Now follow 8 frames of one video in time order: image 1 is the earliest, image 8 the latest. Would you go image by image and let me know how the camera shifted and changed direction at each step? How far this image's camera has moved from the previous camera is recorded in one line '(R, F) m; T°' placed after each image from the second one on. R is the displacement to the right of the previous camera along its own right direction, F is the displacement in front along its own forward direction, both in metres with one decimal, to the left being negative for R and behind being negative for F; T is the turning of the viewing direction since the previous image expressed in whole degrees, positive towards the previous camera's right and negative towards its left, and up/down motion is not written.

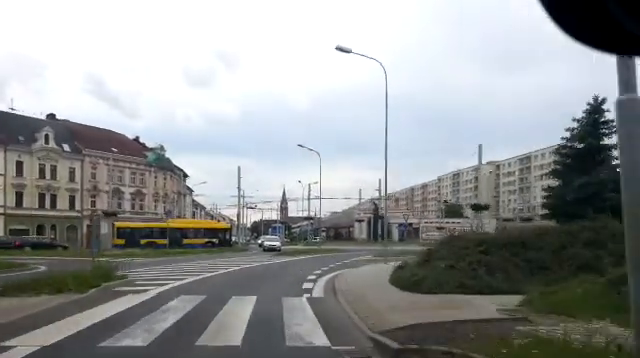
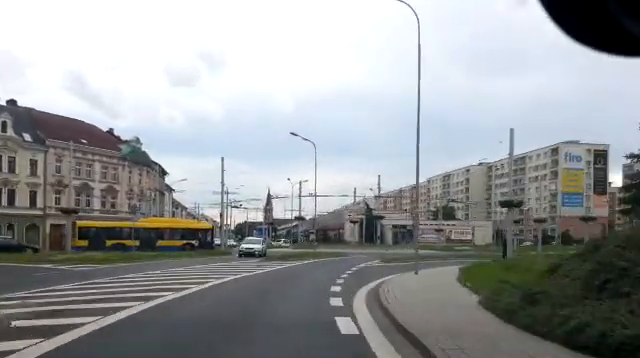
(-0.1, +6.4) m; +1°
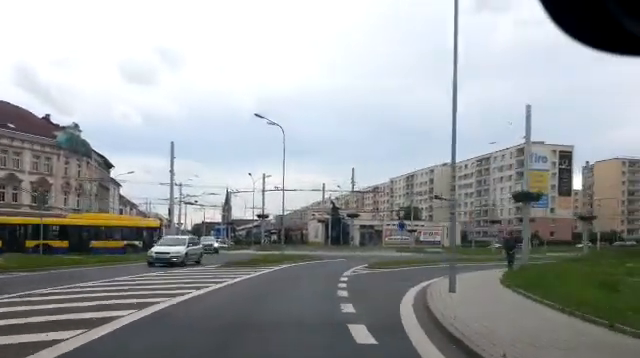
(+0.2, +6.1) m; +3°
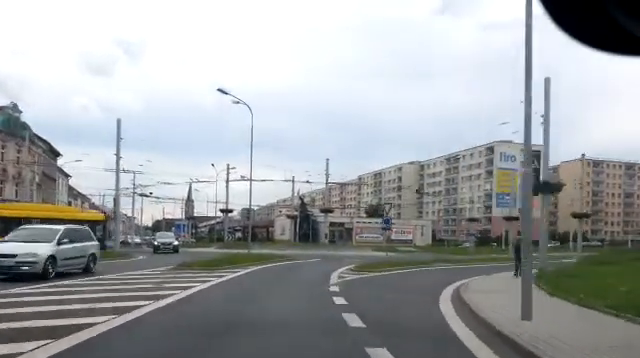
(0.0, +4.4) m; +3°
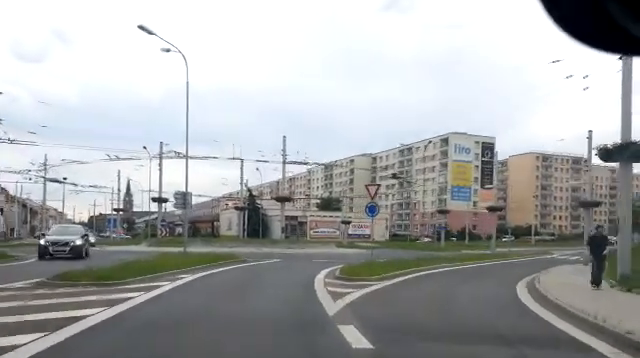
(+0.2, +6.8) m; +5°
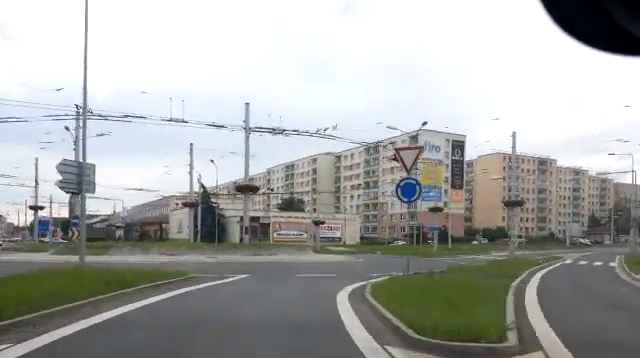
(+0.5, +8.3) m; +4°
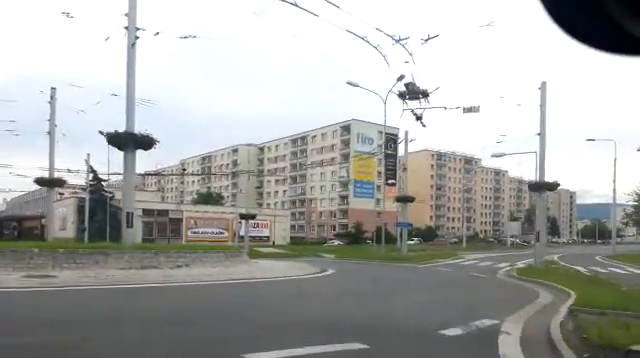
(+1.1, +12.2) m; +13°
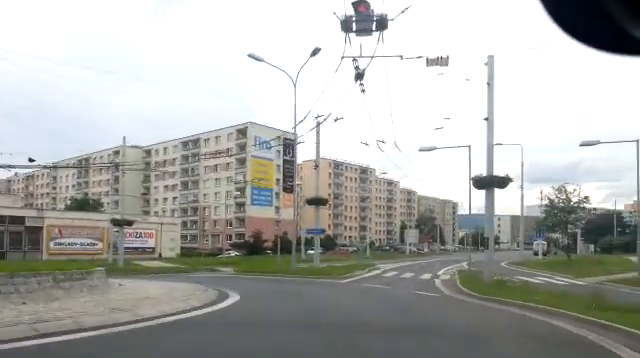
(+0.5, +6.8) m; +9°
